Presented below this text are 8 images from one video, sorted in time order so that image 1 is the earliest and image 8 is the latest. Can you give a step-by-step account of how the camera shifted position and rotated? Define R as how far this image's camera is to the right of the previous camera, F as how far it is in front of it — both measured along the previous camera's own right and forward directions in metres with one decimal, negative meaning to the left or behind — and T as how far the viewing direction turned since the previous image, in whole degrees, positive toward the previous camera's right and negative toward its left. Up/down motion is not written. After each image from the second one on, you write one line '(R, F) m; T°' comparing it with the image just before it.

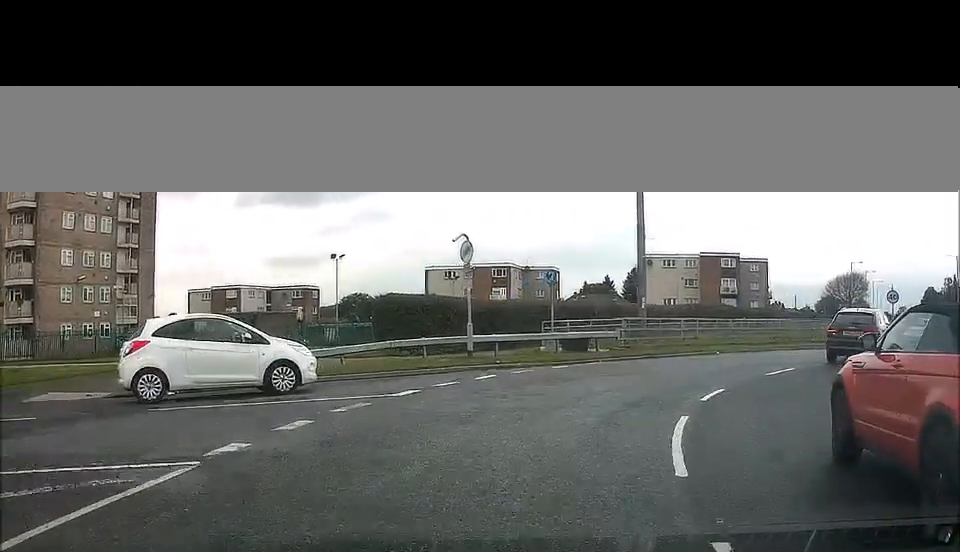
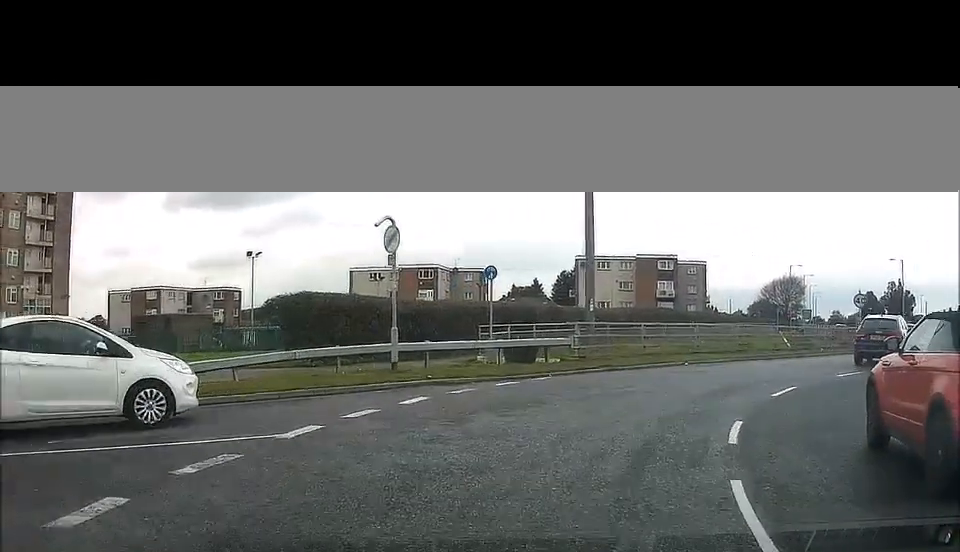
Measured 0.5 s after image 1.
(0.0, +4.0) m; +4°
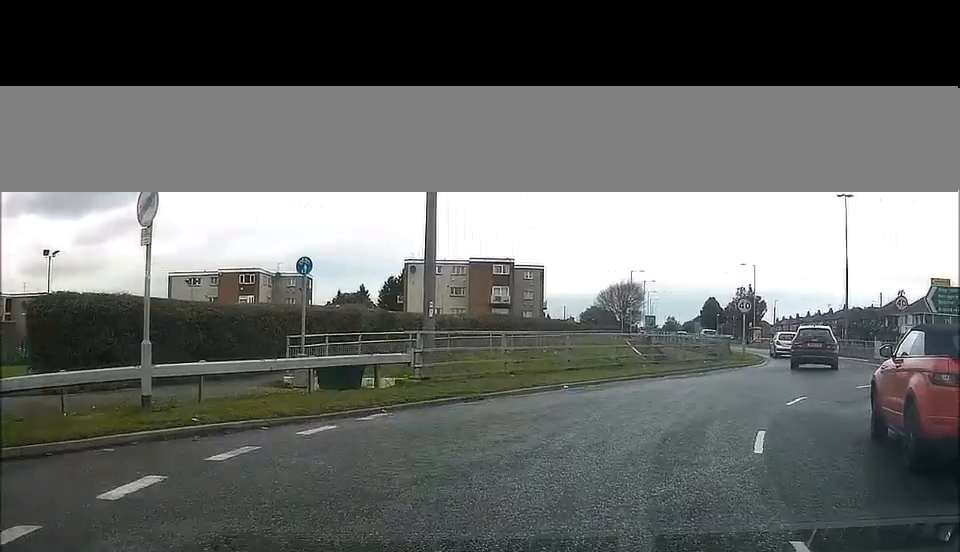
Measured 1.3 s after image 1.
(+0.5, +6.1) m; +11°
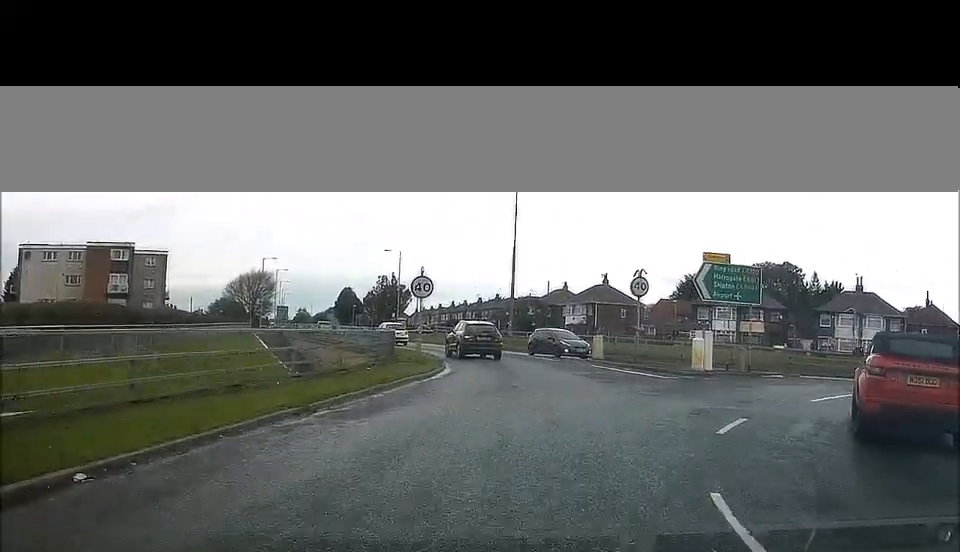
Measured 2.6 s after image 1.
(+2.0, +10.7) m; +20°
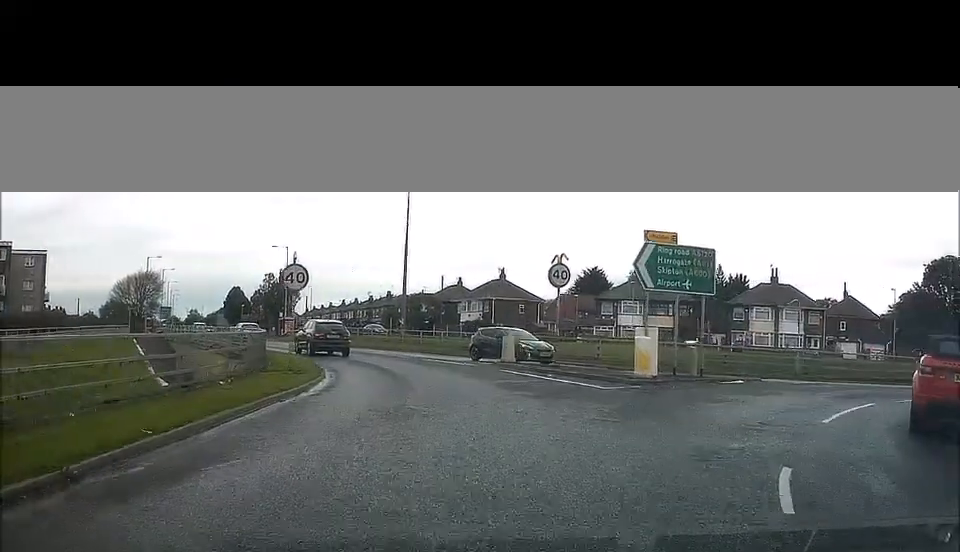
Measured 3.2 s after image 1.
(+0.5, +4.9) m; +6°
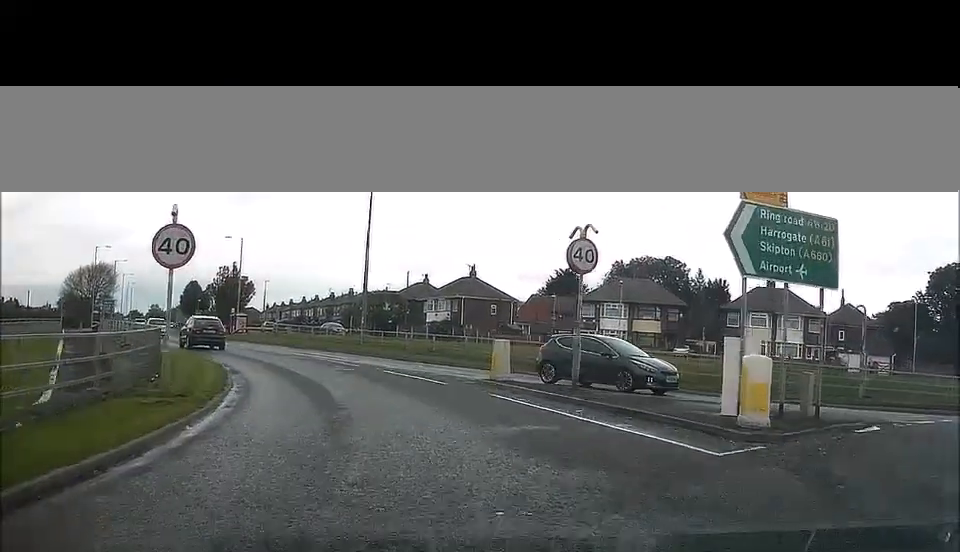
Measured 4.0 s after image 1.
(+0.6, +7.9) m; +5°
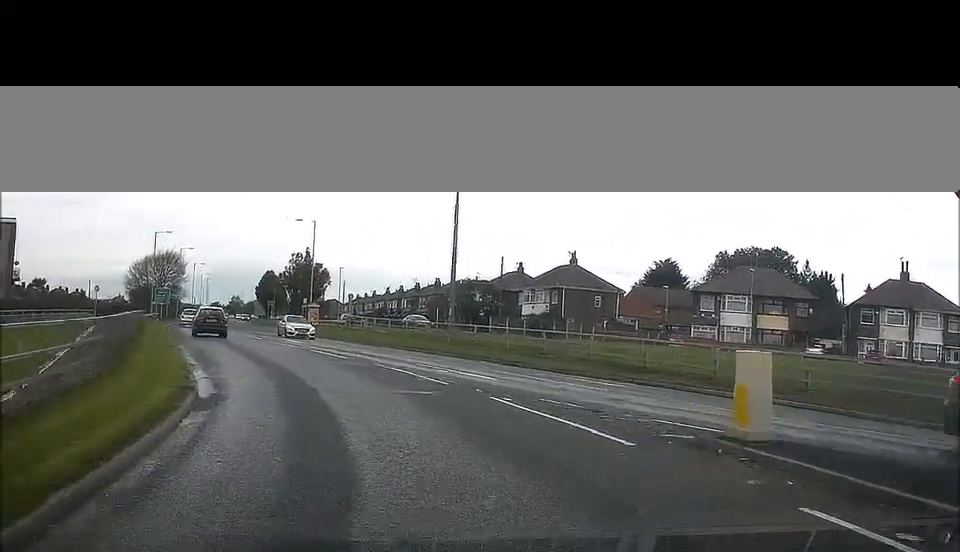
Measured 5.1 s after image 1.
(+0.2, +10.3) m; -2°
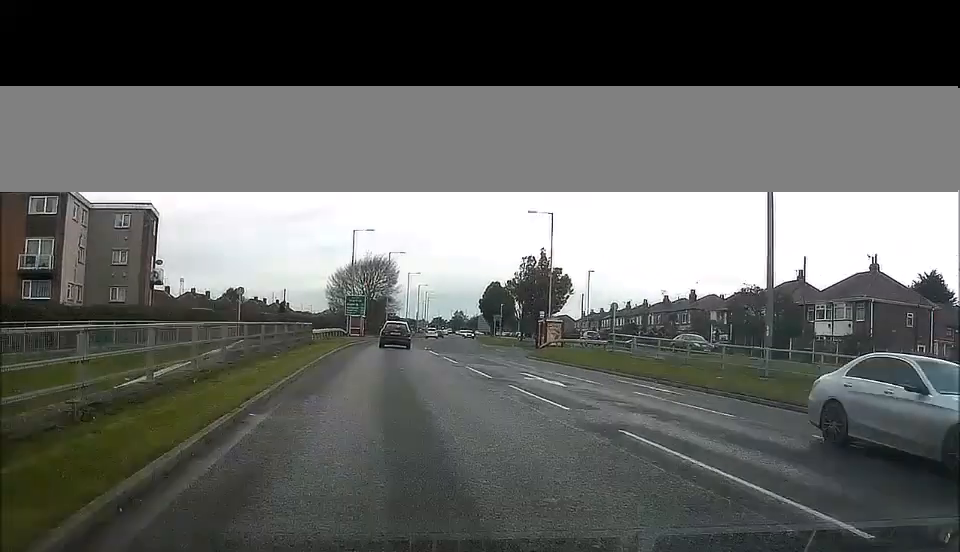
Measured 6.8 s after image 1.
(-1.8, +19.0) m; -11°
